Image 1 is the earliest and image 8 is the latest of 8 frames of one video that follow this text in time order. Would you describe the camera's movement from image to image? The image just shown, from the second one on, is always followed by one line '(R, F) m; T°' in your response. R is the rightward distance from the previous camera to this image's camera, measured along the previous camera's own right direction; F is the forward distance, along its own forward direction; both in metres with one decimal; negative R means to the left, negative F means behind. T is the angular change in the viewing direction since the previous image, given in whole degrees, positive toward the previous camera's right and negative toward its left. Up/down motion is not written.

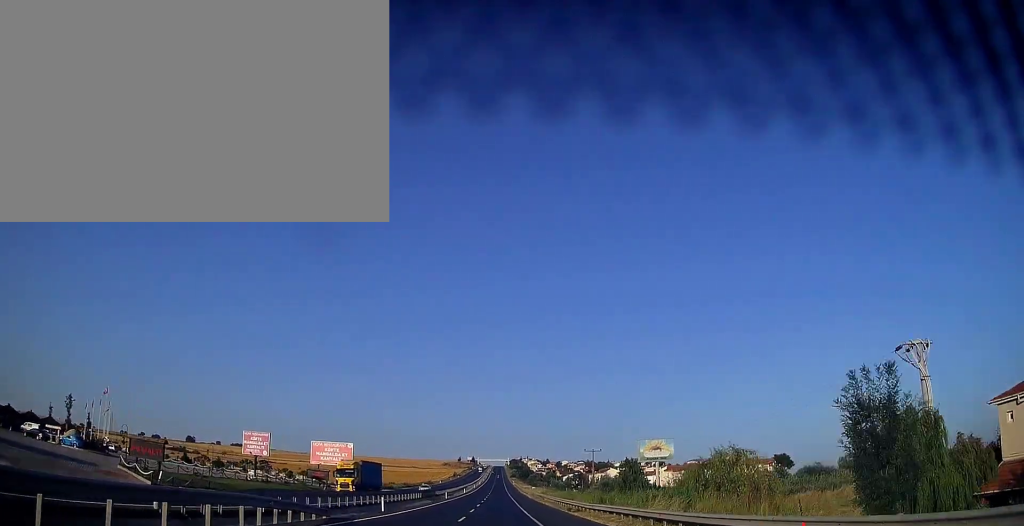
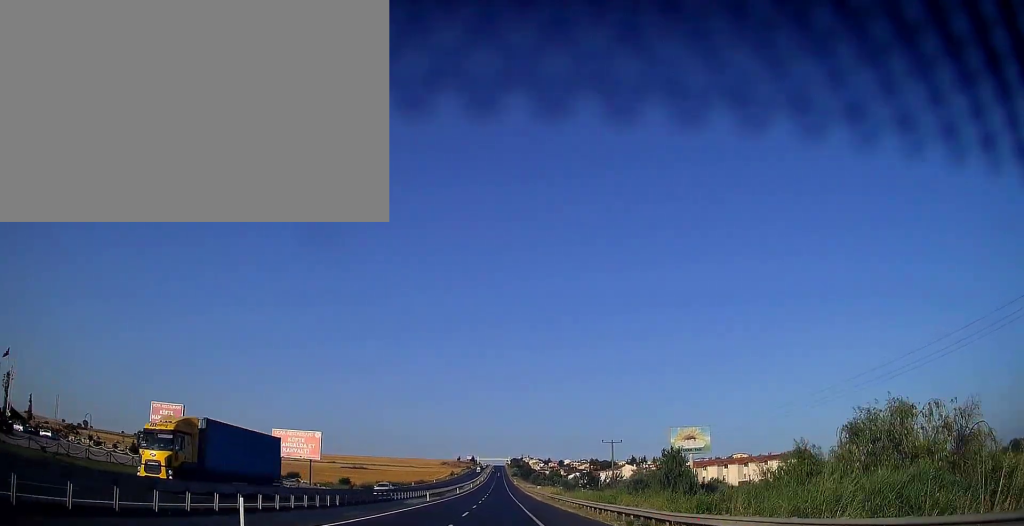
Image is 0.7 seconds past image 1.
(0.0, +21.3) m; 0°
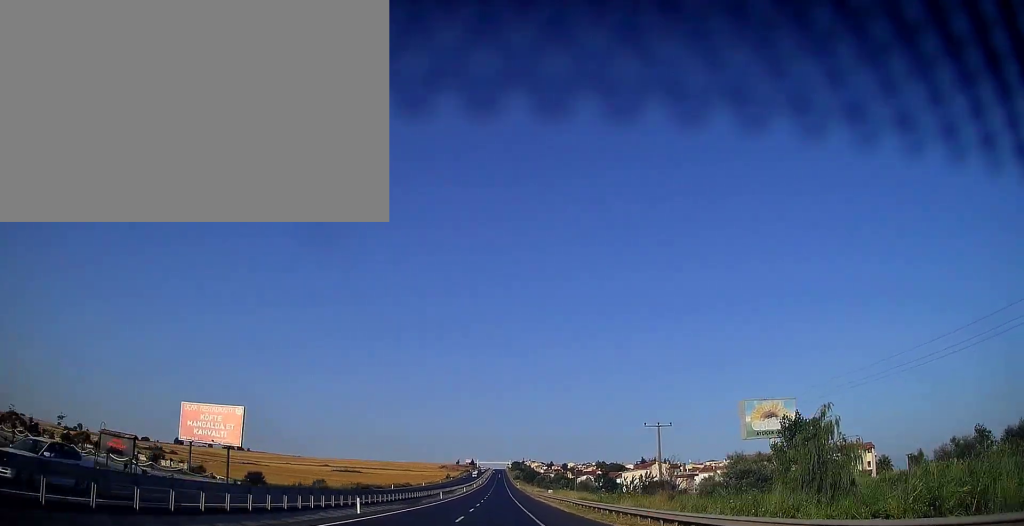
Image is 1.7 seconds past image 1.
(+0.2, +29.1) m; 0°
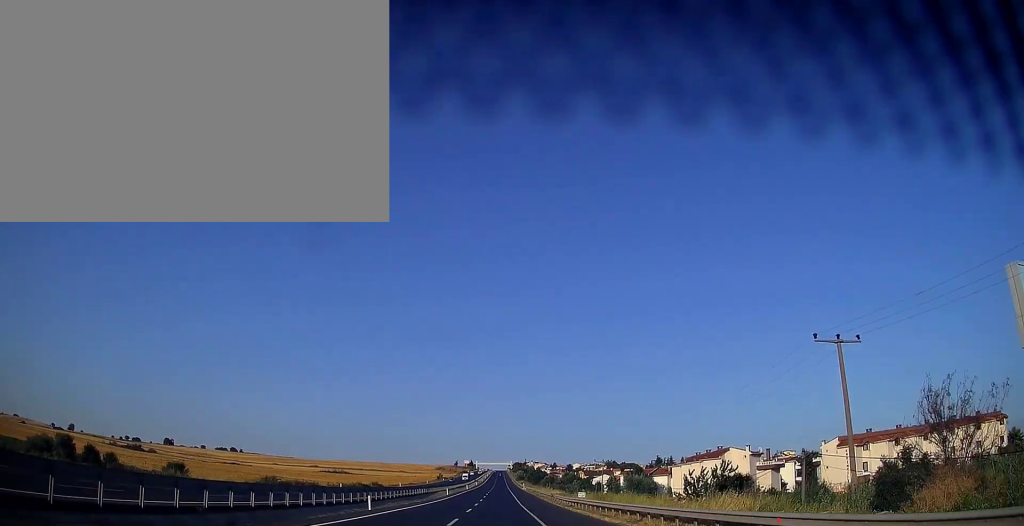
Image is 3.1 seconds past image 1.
(-0.4, +39.7) m; 0°
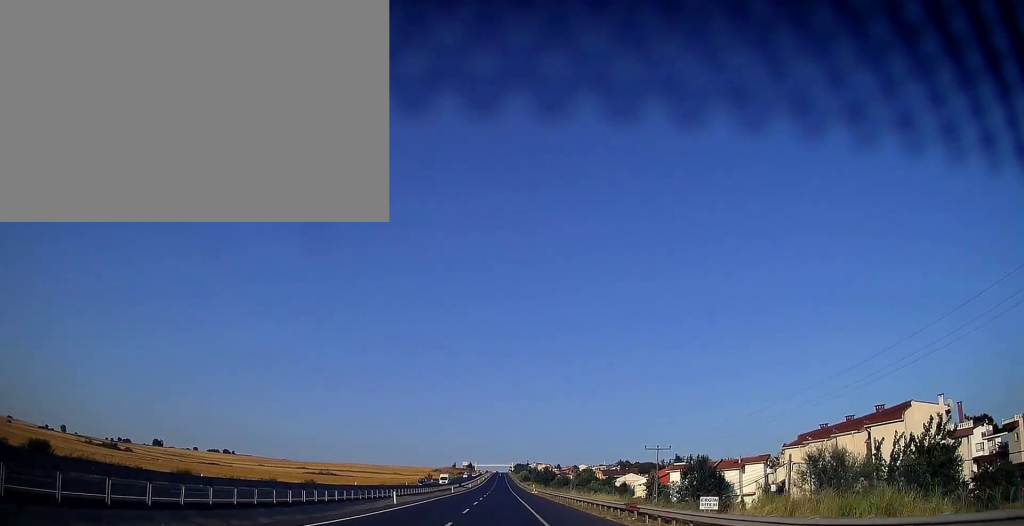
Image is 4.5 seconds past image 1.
(+0.4, +39.7) m; +1°
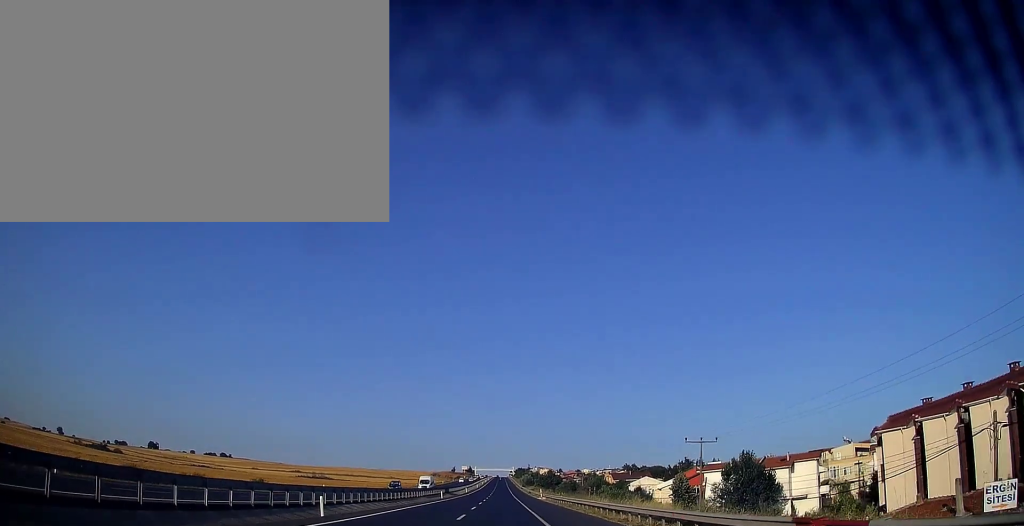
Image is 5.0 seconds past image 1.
(0.0, +16.4) m; 0°
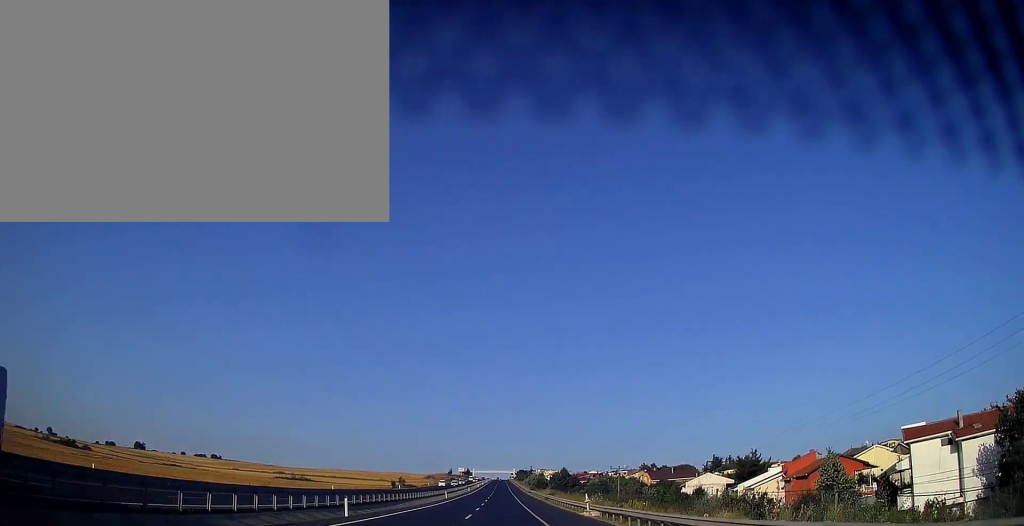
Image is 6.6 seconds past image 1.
(-0.3, +44.1) m; -1°
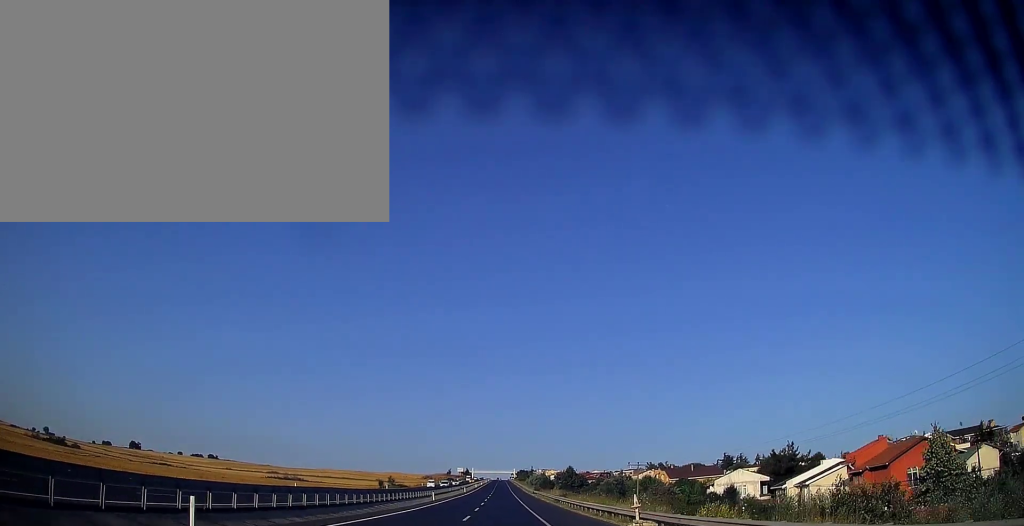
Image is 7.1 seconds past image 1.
(0.0, +14.3) m; 0°
